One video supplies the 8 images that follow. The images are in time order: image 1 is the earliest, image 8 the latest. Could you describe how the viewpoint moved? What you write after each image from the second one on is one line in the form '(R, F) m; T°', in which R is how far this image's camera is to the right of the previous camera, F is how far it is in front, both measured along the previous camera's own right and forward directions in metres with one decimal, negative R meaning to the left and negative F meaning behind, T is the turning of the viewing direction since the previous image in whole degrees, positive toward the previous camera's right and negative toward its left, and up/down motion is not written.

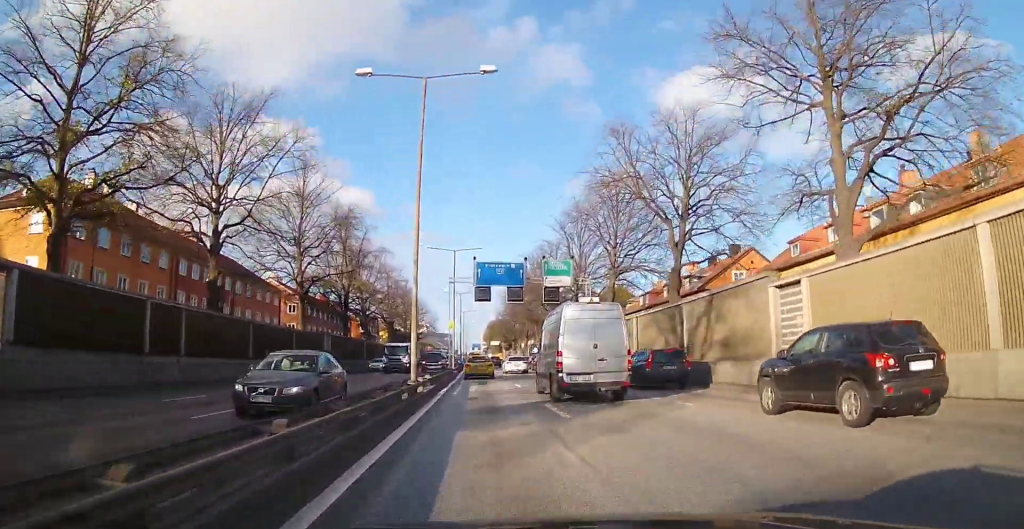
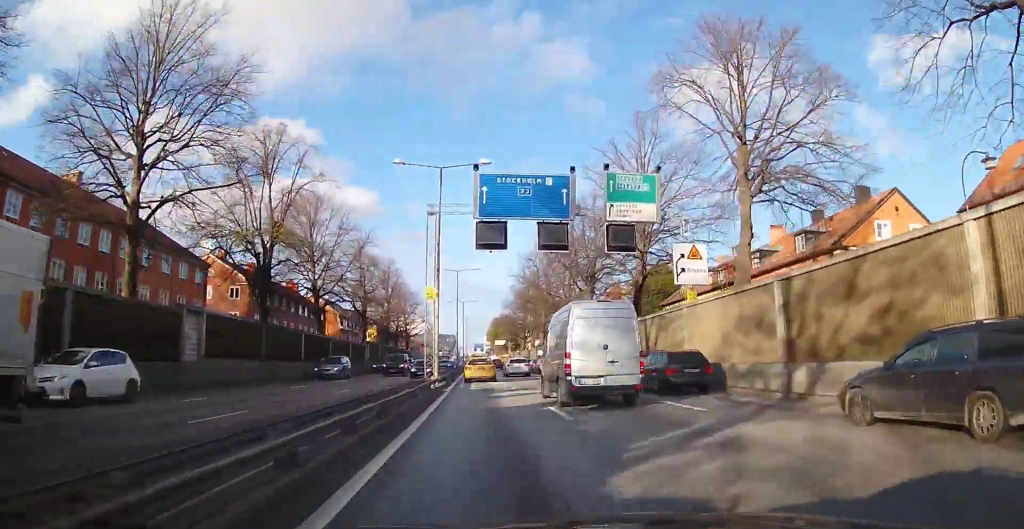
(0.0, +24.9) m; -1°
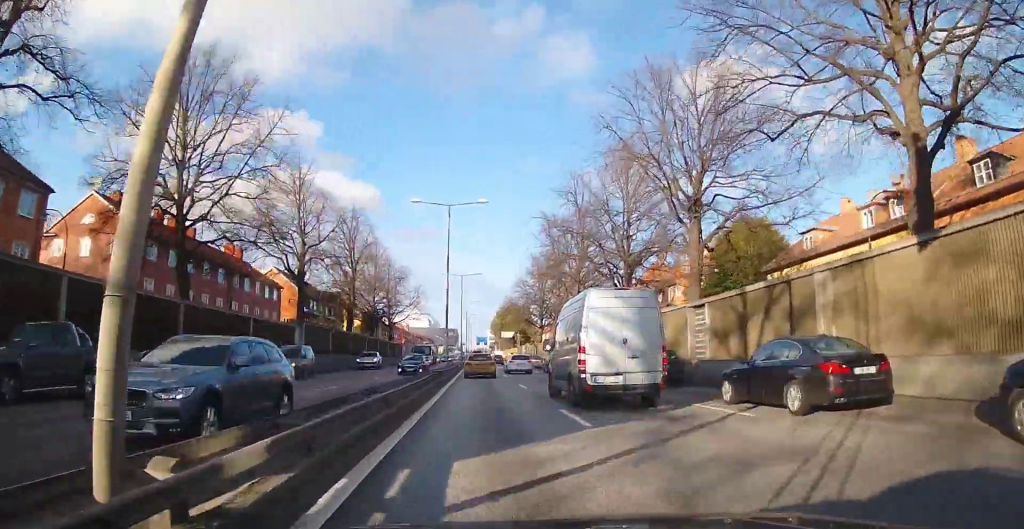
(0.0, +26.8) m; 0°
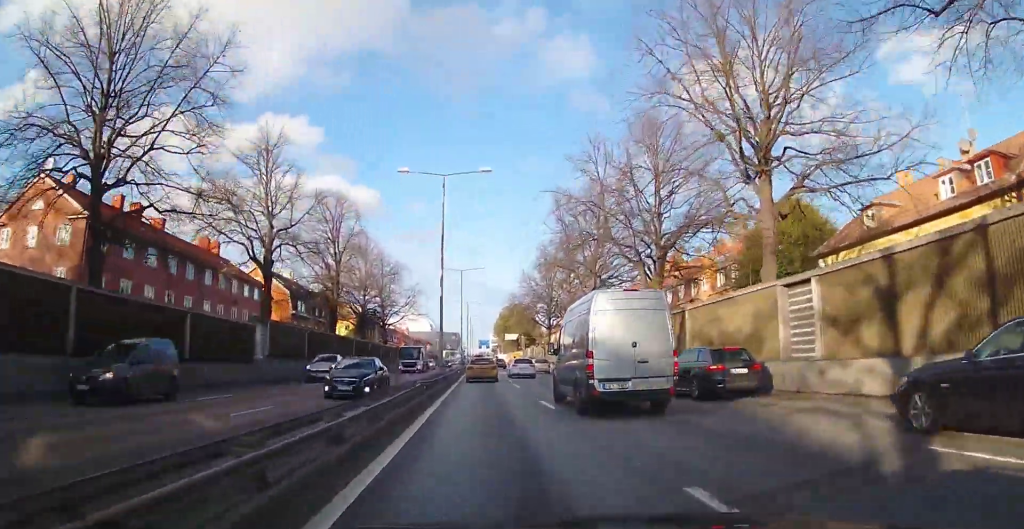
(0.0, +7.8) m; 0°
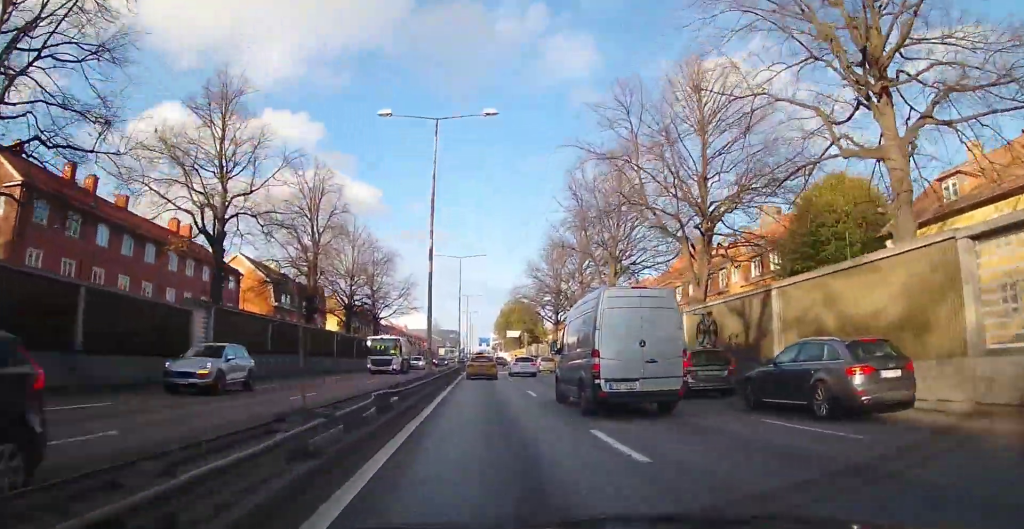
(-0.1, +7.7) m; 0°
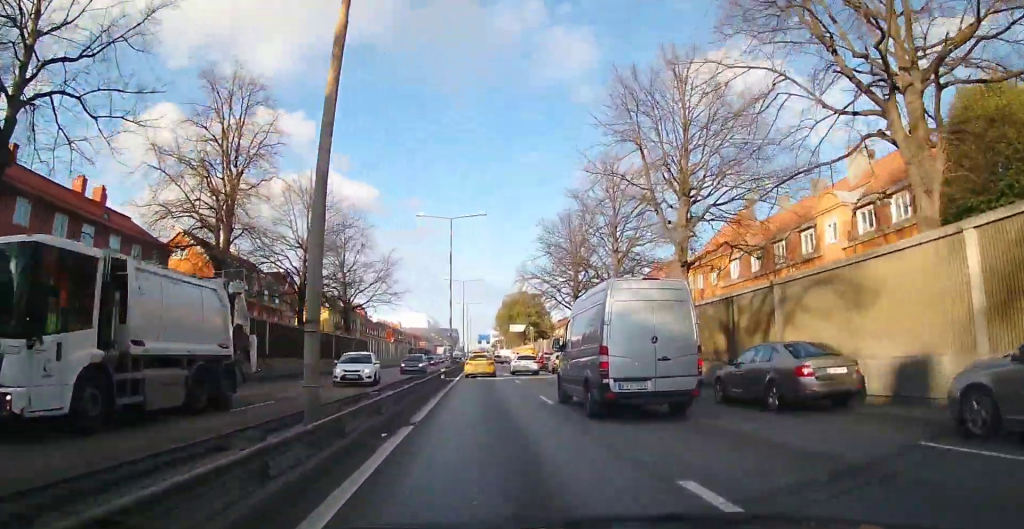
(+0.1, +16.6) m; +1°
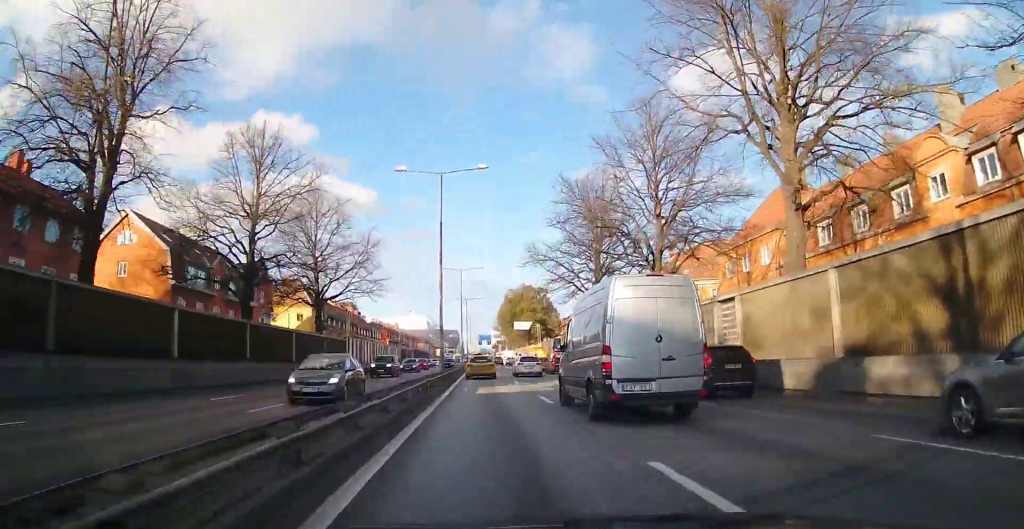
(0.0, +11.5) m; 0°
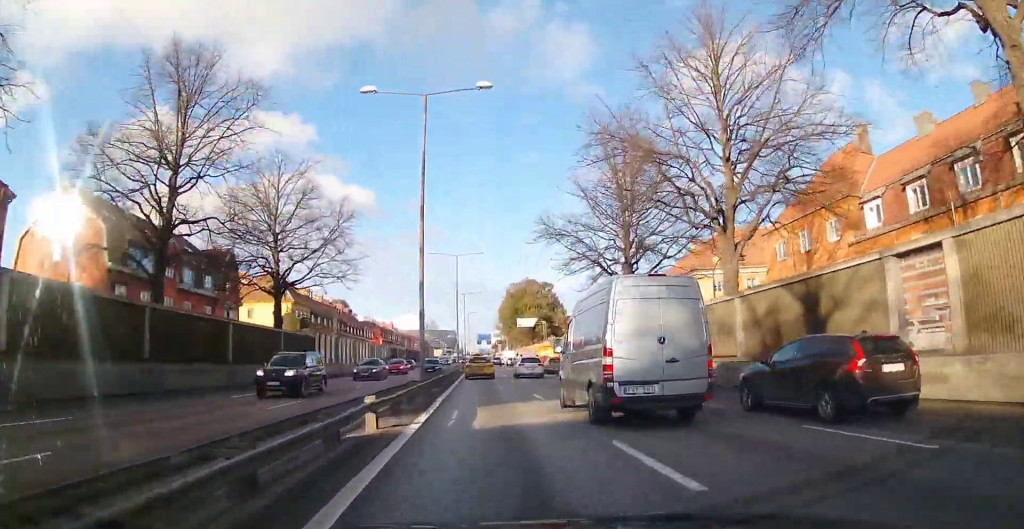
(0.0, +10.7) m; 0°
